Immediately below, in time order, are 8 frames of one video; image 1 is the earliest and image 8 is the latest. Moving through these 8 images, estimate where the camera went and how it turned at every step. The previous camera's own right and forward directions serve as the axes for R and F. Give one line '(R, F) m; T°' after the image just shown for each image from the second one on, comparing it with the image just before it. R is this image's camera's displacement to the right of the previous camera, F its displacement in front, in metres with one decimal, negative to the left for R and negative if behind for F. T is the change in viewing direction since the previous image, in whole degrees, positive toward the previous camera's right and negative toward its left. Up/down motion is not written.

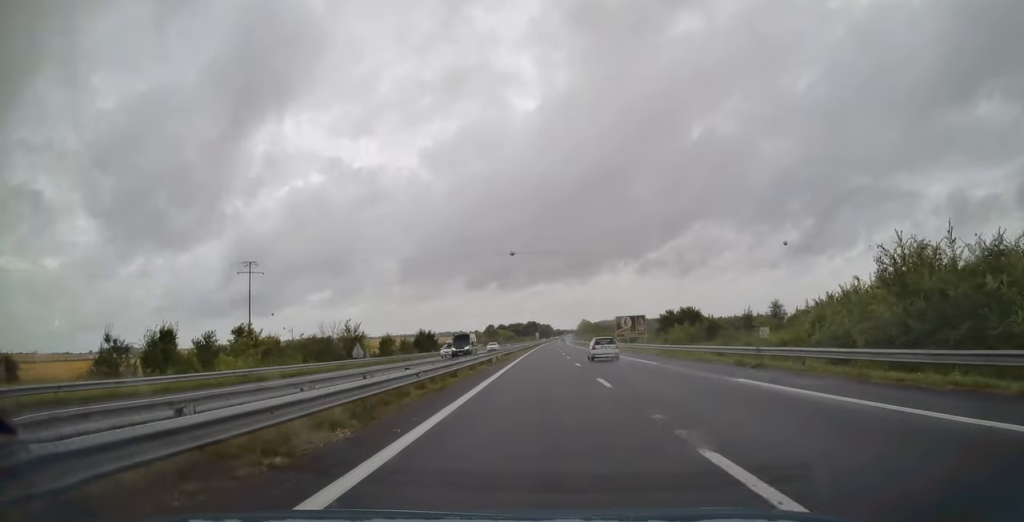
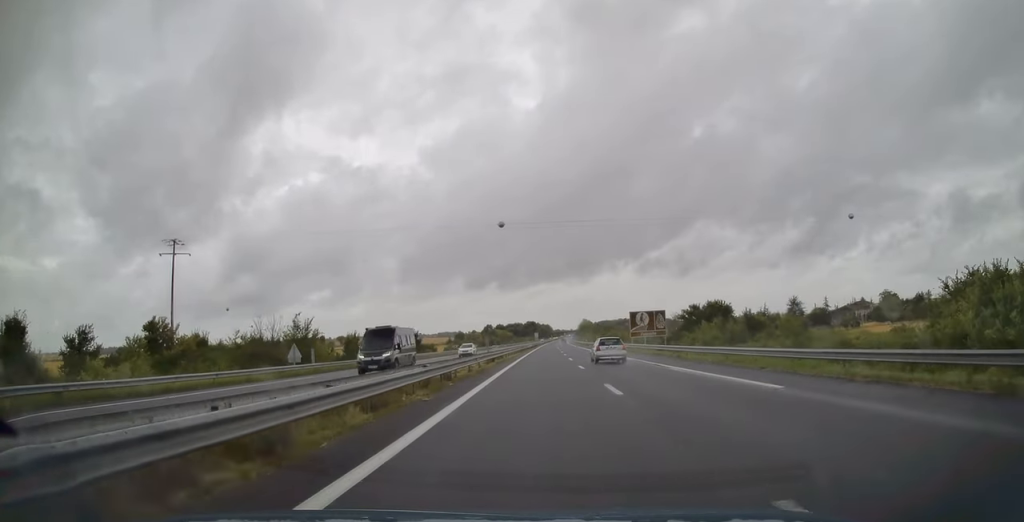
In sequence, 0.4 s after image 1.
(0.0, +15.5) m; 0°
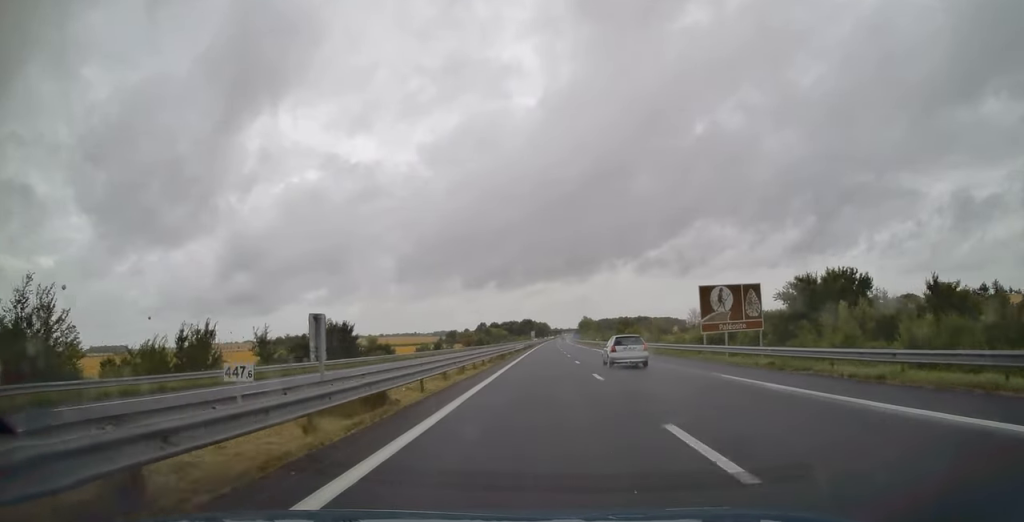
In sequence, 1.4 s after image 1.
(+0.2, +34.8) m; +1°
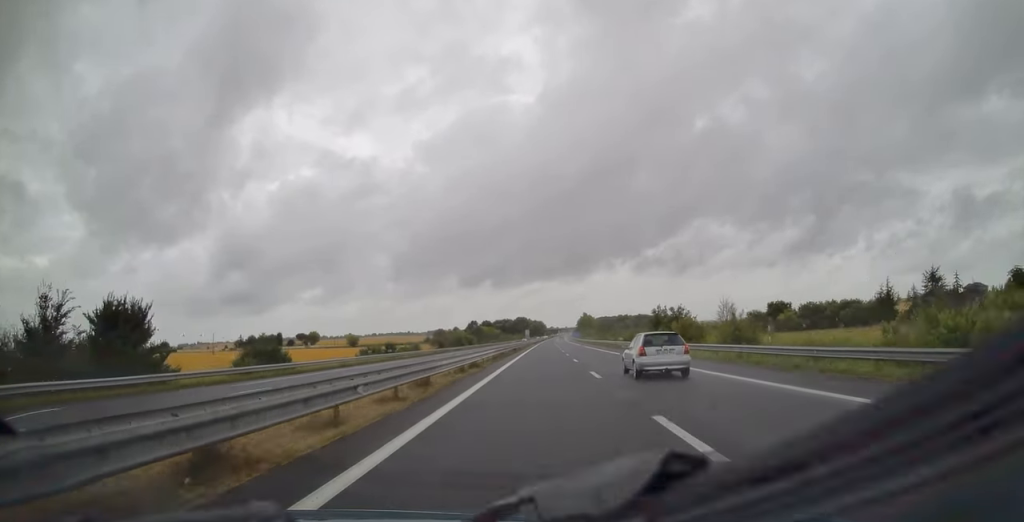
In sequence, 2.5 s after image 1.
(+0.2, +38.8) m; 0°
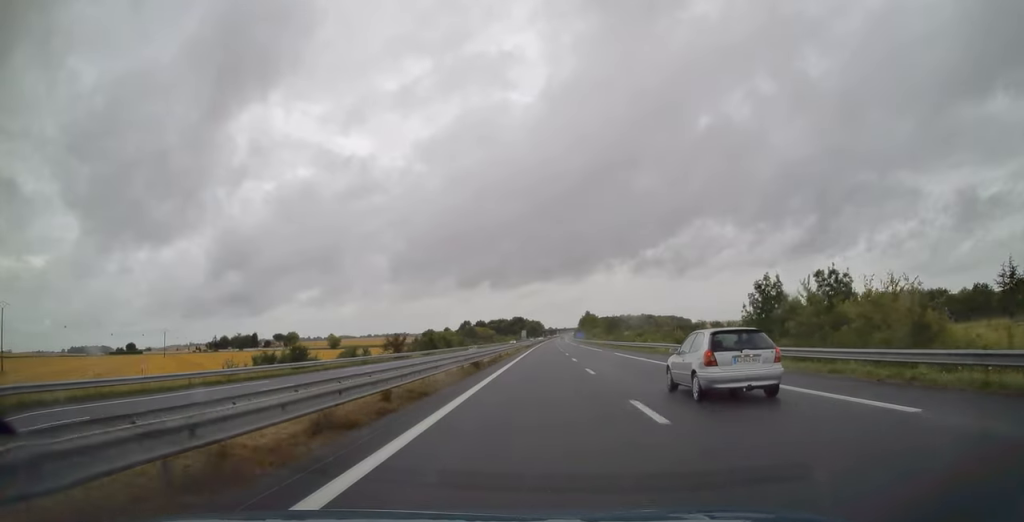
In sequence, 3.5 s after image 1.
(+0.1, +36.6) m; 0°
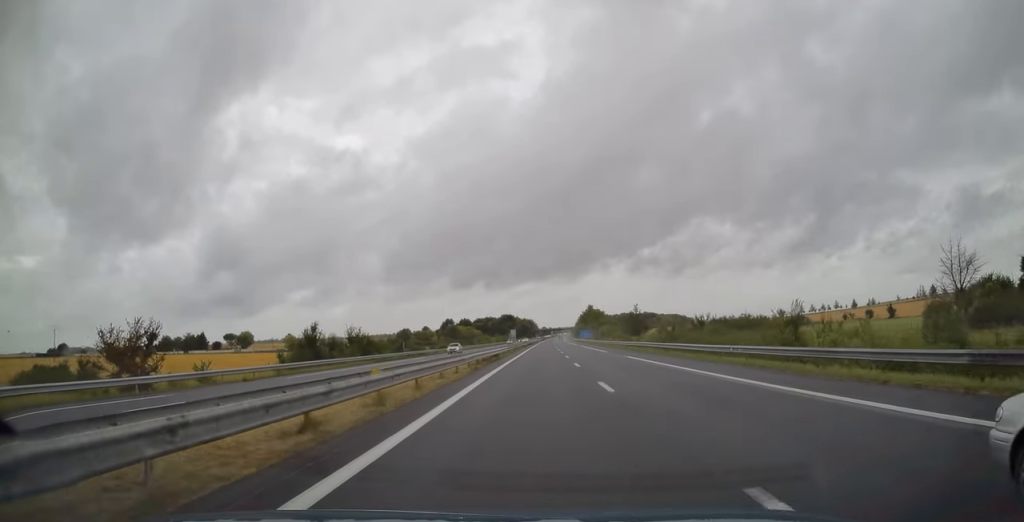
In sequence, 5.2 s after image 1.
(+0.2, +59.9) m; 0°
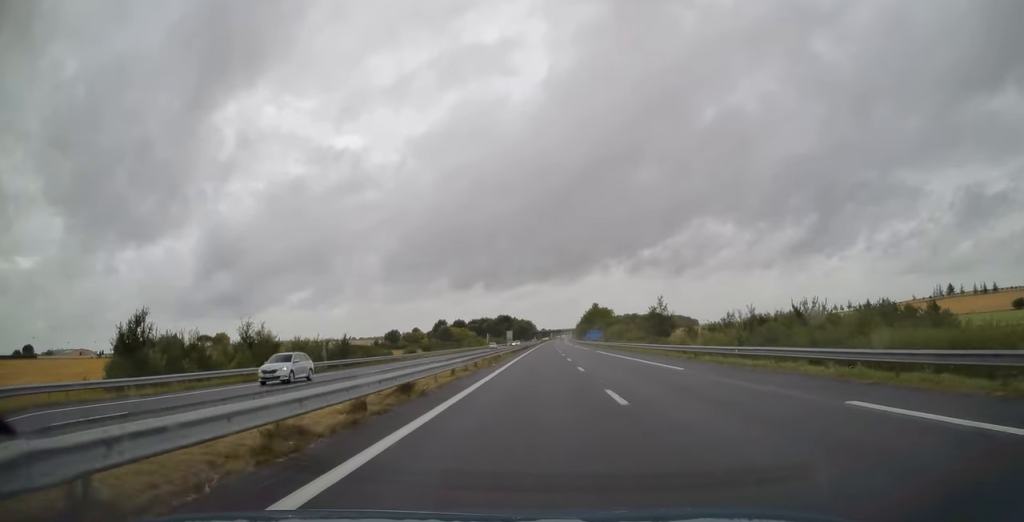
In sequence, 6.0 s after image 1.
(0.0, +28.8) m; 0°
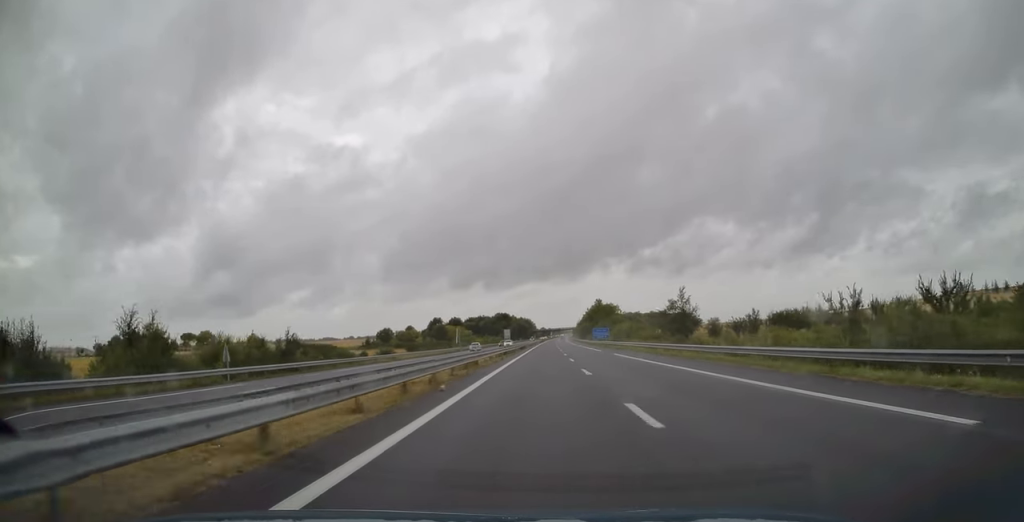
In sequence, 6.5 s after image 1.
(+0.1, +16.5) m; 0°
